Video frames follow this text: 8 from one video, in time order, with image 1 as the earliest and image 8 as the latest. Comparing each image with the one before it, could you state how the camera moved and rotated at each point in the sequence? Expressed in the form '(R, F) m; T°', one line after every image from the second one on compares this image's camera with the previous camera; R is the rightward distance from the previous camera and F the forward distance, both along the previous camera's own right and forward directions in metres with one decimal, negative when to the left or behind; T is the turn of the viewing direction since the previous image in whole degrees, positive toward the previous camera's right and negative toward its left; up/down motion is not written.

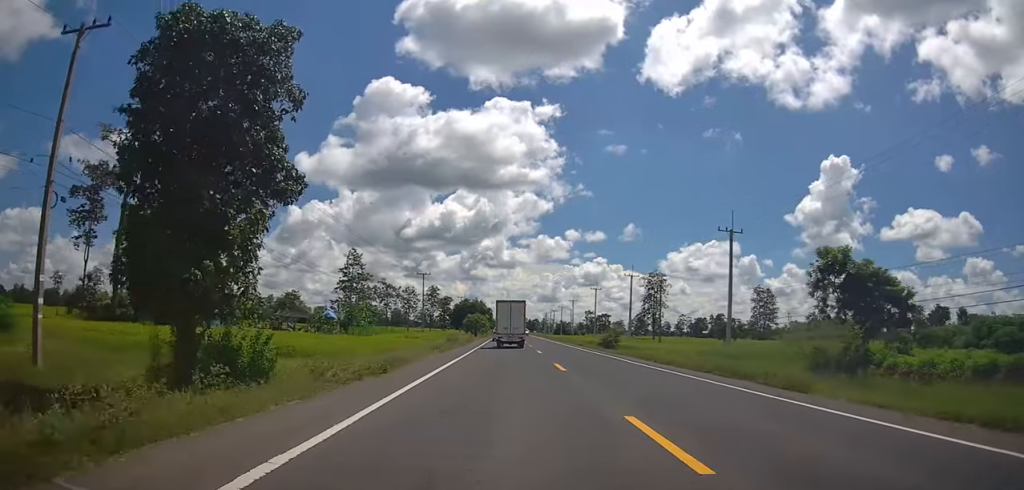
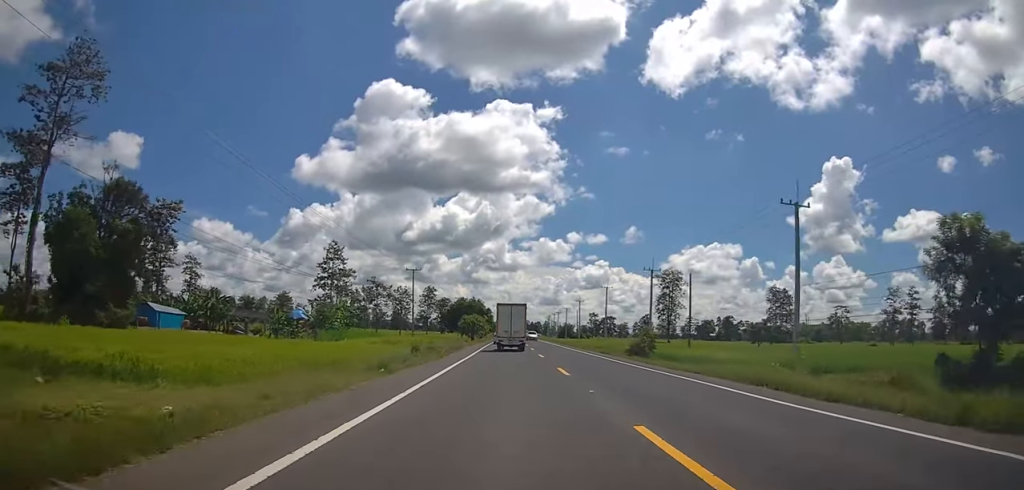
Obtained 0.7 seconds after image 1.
(0.0, +12.6) m; -1°
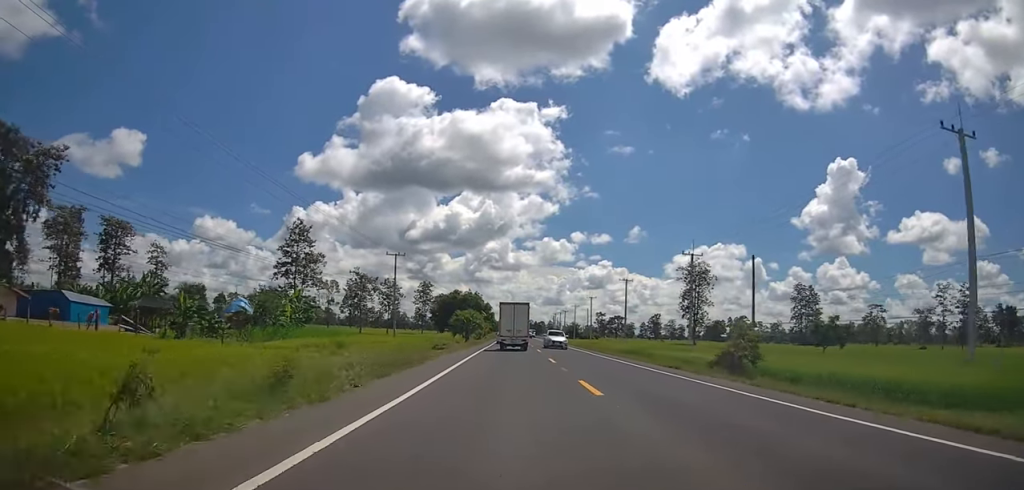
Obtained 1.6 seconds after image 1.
(-0.3, +17.0) m; -1°
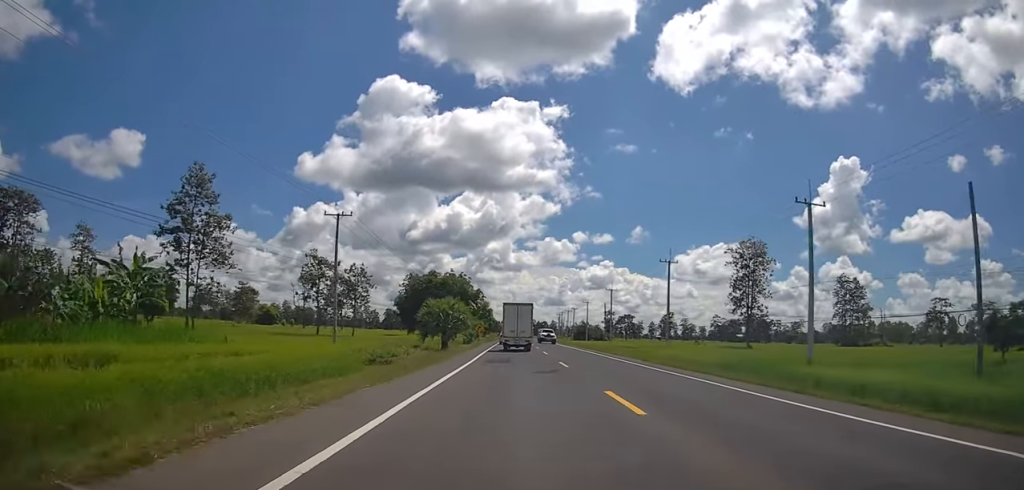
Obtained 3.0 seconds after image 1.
(+0.2, +26.7) m; +2°
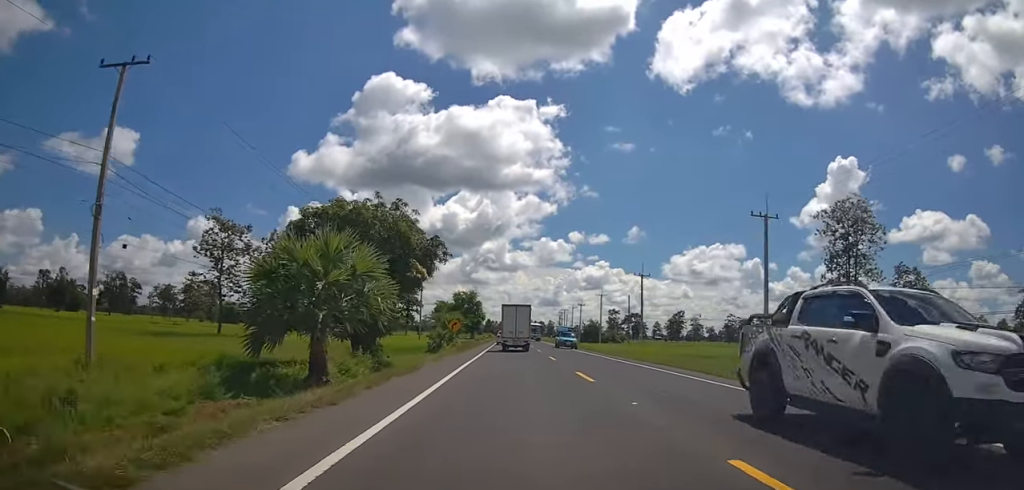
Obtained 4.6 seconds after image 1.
(-0.7, +30.5) m; -2°
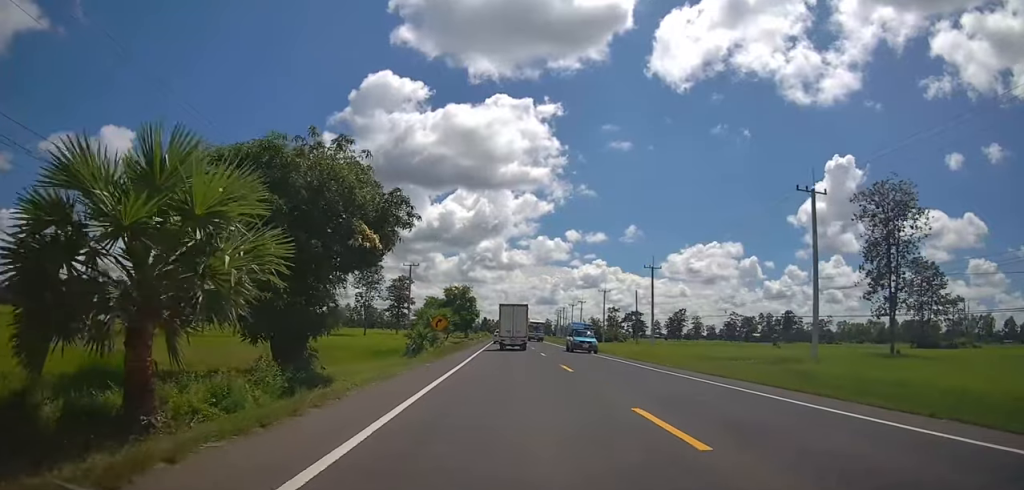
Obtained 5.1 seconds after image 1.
(-0.4, +8.4) m; 0°
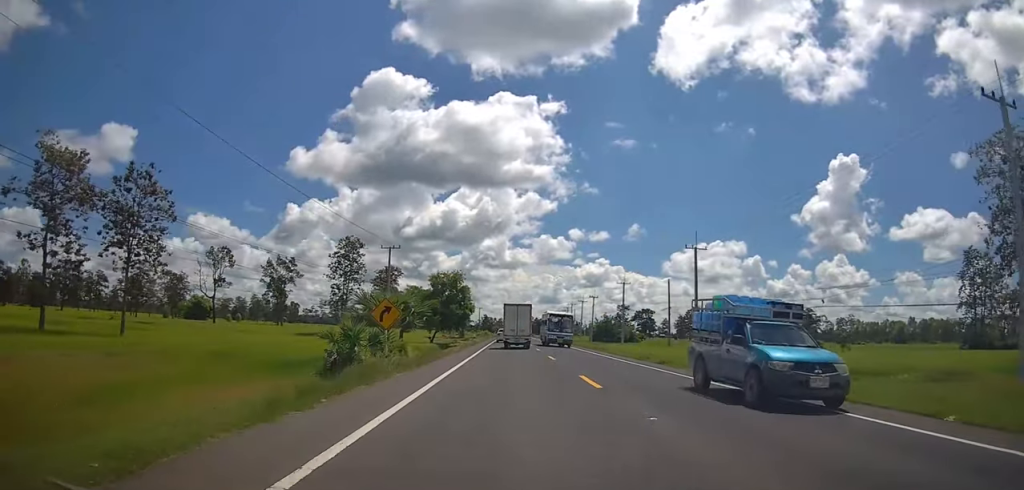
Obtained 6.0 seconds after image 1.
(+0.7, +17.5) m; +2°
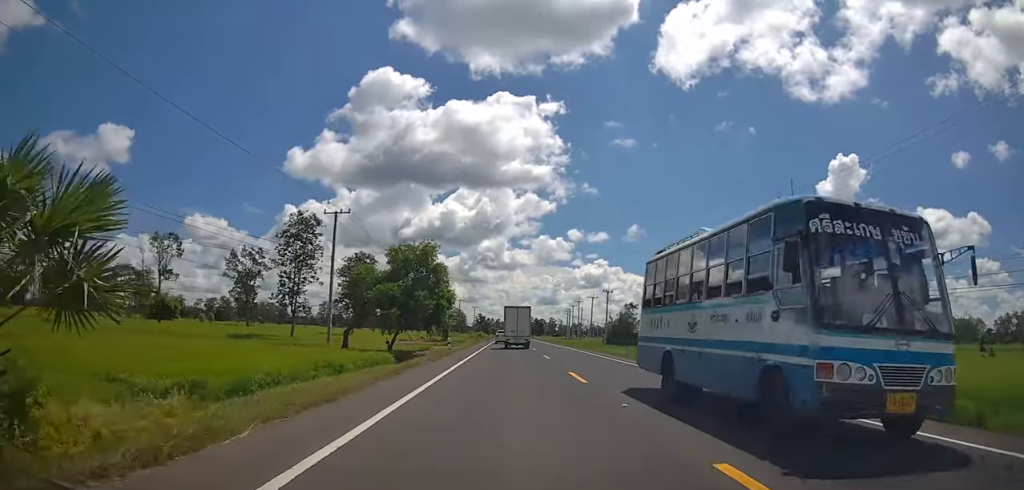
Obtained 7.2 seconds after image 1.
(+0.1, +22.4) m; 0°
